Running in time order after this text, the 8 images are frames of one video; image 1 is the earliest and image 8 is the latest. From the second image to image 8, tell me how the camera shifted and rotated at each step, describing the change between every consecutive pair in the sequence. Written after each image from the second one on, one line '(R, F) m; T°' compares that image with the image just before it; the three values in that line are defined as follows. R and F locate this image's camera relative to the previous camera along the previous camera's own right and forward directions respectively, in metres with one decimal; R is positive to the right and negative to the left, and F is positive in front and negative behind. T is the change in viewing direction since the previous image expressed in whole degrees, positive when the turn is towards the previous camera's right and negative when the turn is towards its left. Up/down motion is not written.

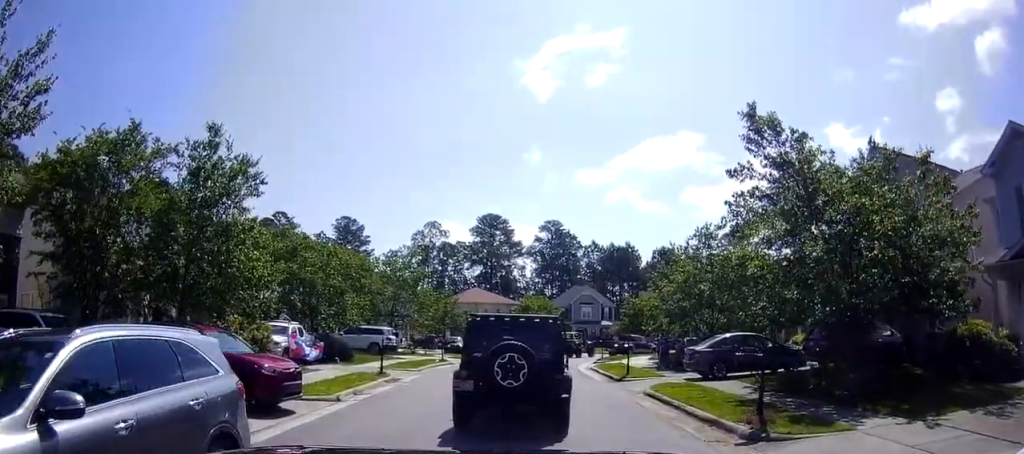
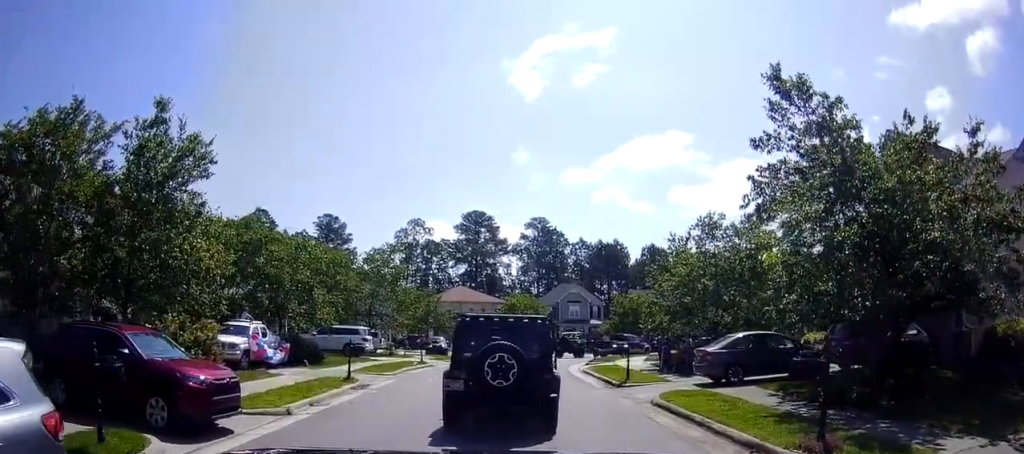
(0.0, +2.6) m; 0°
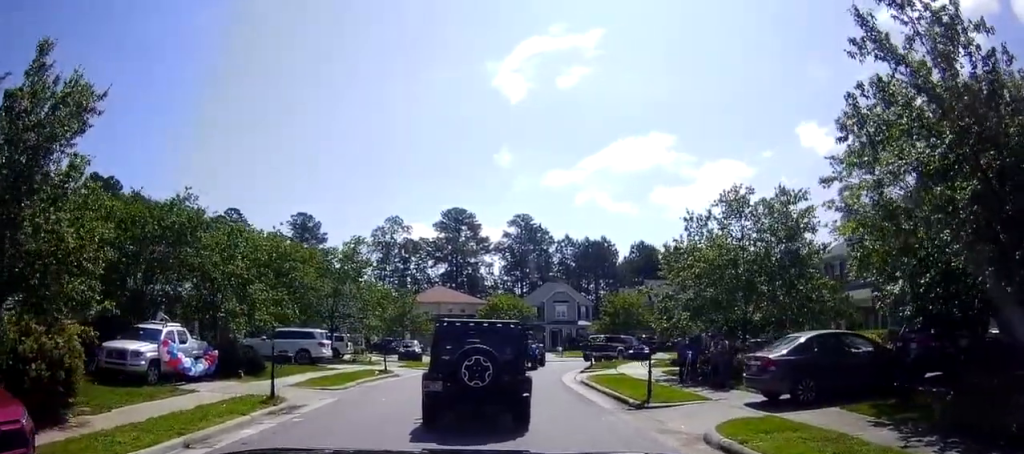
(0.0, +5.4) m; 0°
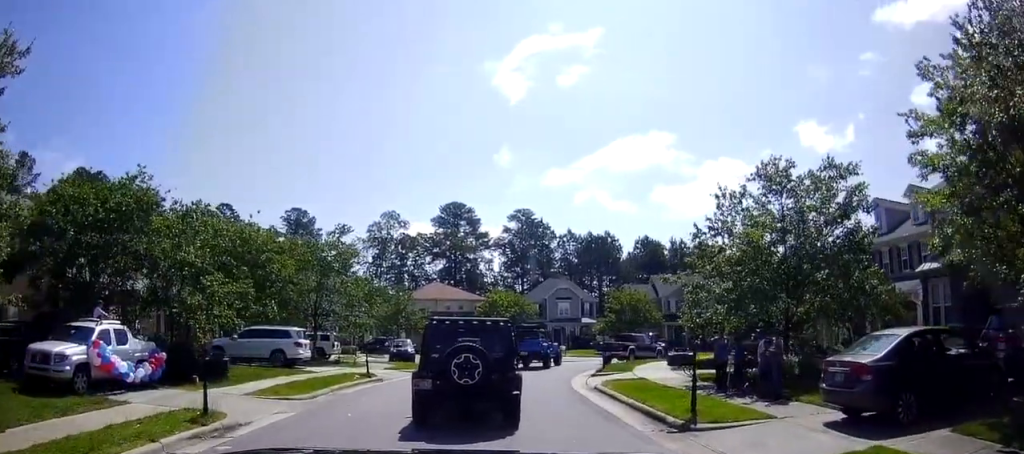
(0.0, +3.3) m; +2°
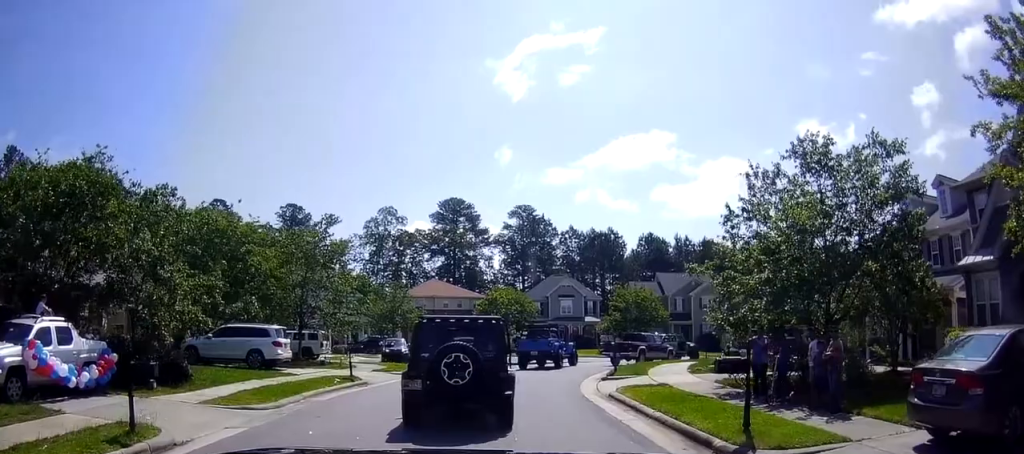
(-0.1, +2.3) m; +4°
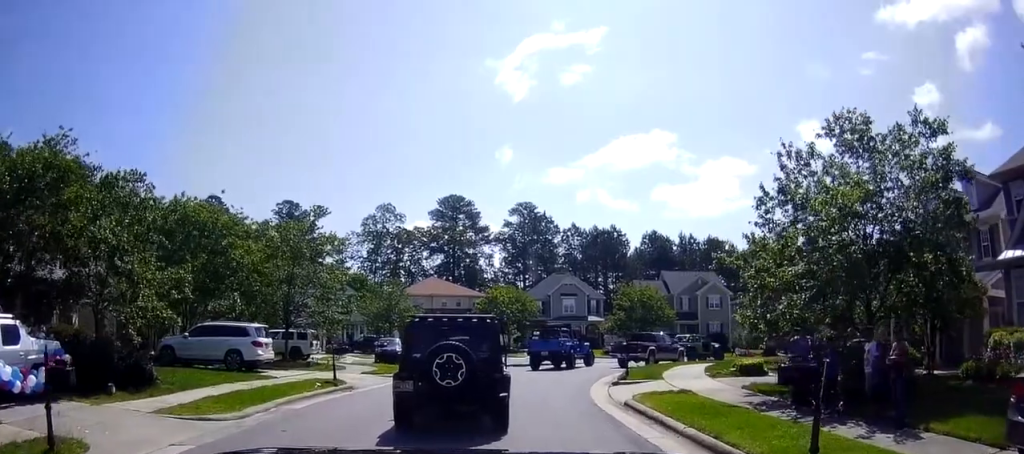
(0.0, +1.8) m; +2°
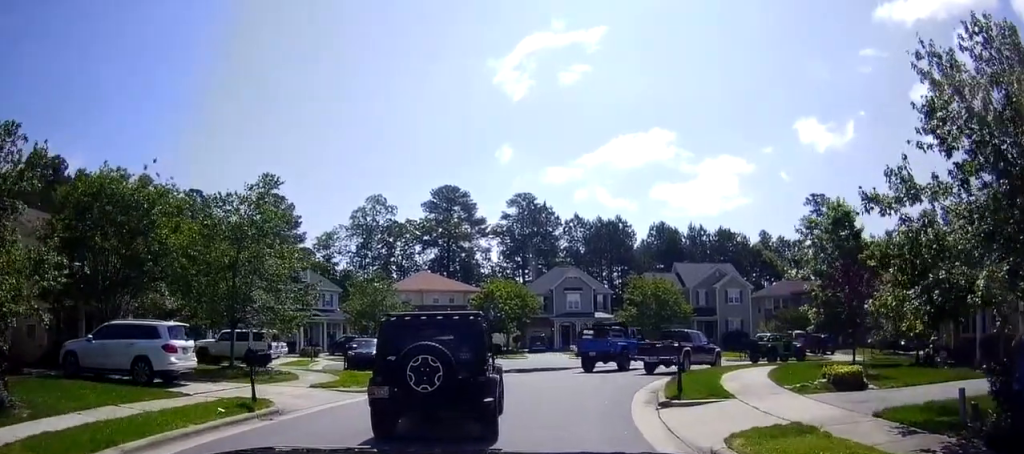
(+0.2, +5.9) m; -3°
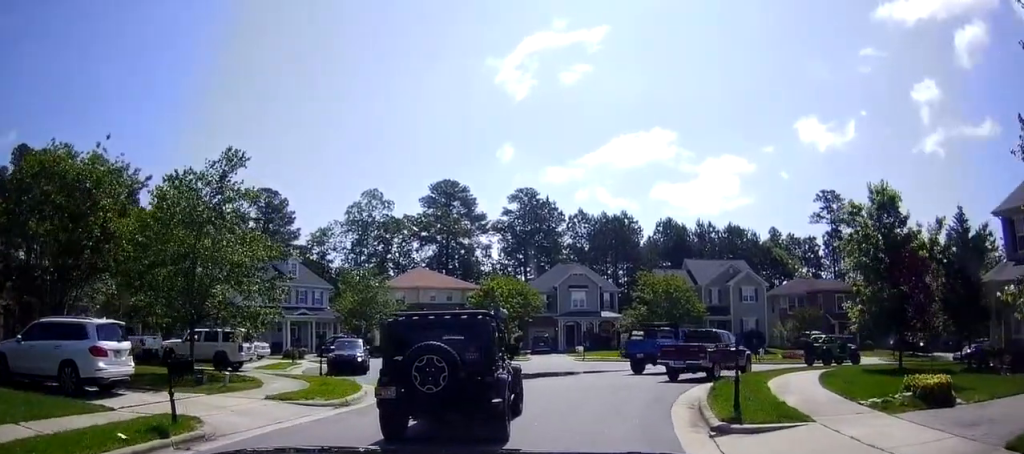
(-0.2, +3.6) m; -1°
